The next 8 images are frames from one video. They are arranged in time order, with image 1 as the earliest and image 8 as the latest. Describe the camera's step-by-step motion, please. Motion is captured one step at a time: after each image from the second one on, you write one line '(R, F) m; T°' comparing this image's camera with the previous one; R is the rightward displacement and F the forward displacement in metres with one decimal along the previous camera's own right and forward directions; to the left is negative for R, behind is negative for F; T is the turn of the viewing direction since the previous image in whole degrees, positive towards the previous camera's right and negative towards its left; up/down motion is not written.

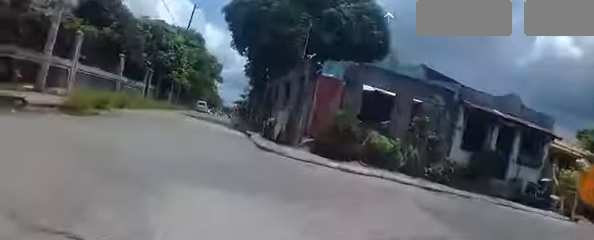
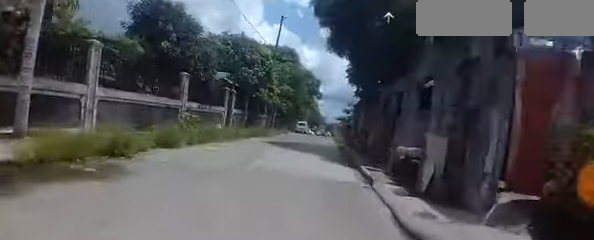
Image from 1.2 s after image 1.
(-0.1, +6.8) m; -6°
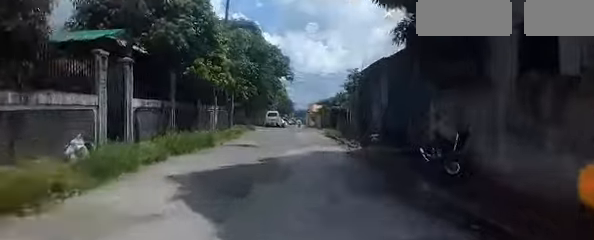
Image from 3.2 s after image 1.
(-1.1, +10.8) m; -7°
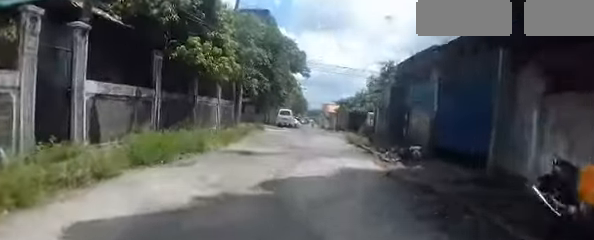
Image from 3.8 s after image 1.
(0.0, +2.5) m; +1°
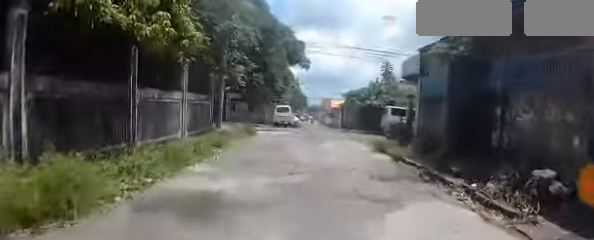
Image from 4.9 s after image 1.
(+0.1, +4.5) m; +3°
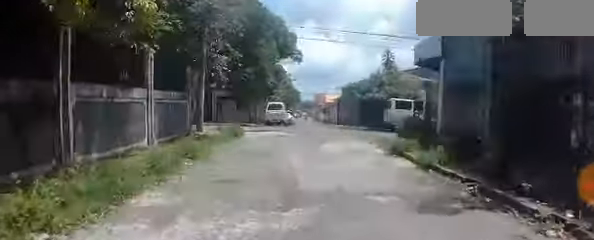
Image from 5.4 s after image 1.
(0.0, +2.0) m; +1°
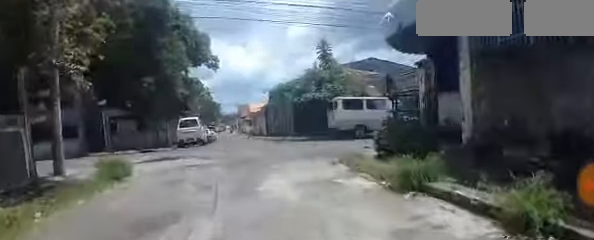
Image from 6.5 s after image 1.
(+0.1, +4.4) m; +4°
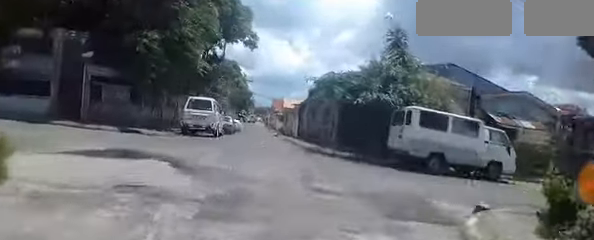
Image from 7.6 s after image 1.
(+0.2, +4.3) m; +1°
